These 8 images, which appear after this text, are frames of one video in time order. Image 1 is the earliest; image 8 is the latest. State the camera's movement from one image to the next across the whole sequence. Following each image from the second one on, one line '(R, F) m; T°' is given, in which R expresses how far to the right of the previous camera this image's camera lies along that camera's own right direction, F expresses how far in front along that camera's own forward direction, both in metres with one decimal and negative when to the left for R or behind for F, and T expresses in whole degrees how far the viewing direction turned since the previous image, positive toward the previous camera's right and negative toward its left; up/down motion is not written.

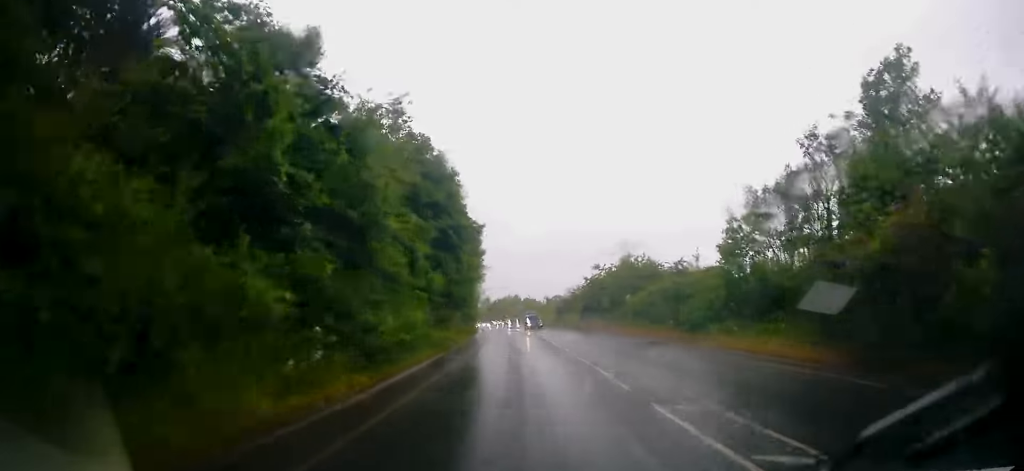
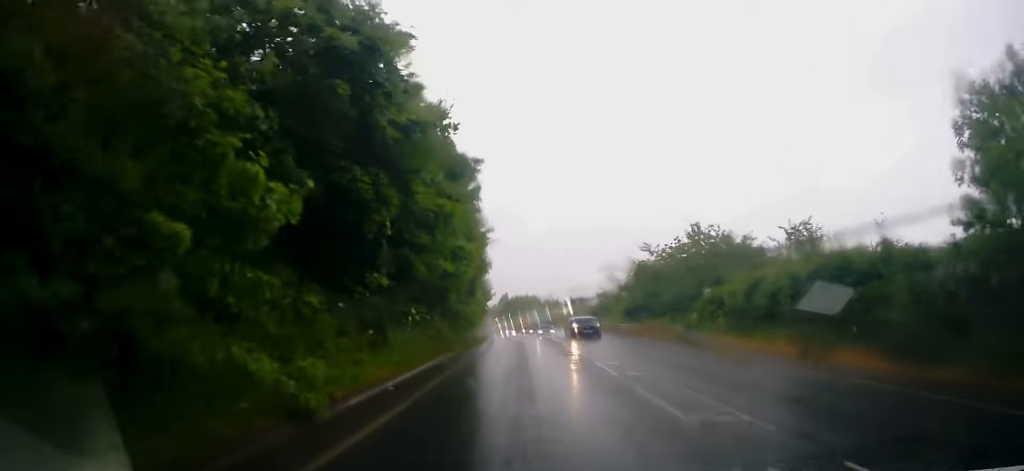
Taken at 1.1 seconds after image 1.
(+0.3, +15.3) m; -1°
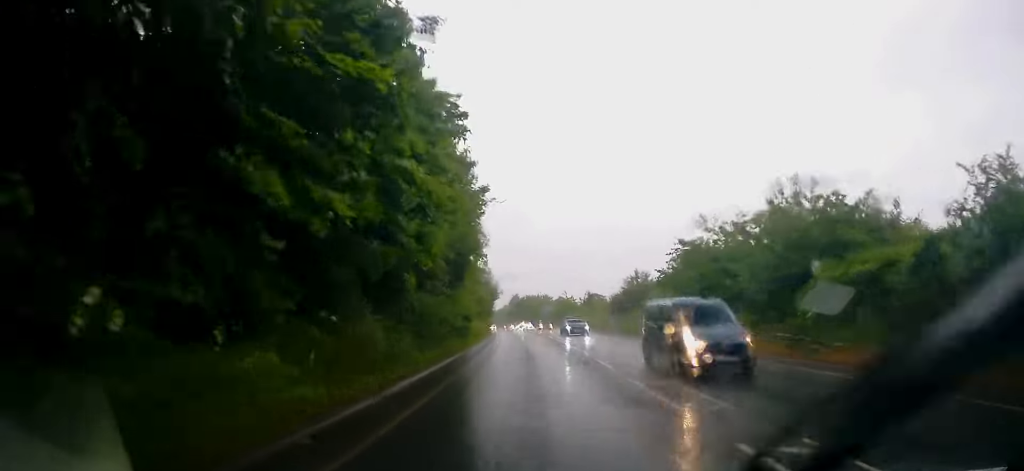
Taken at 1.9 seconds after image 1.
(-0.3, +10.9) m; -2°
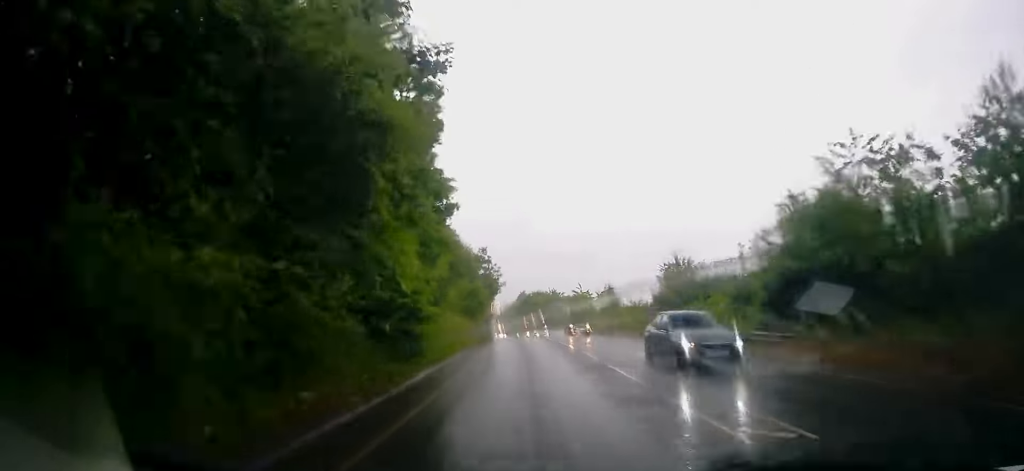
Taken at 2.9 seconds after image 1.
(-0.1, +14.3) m; -2°
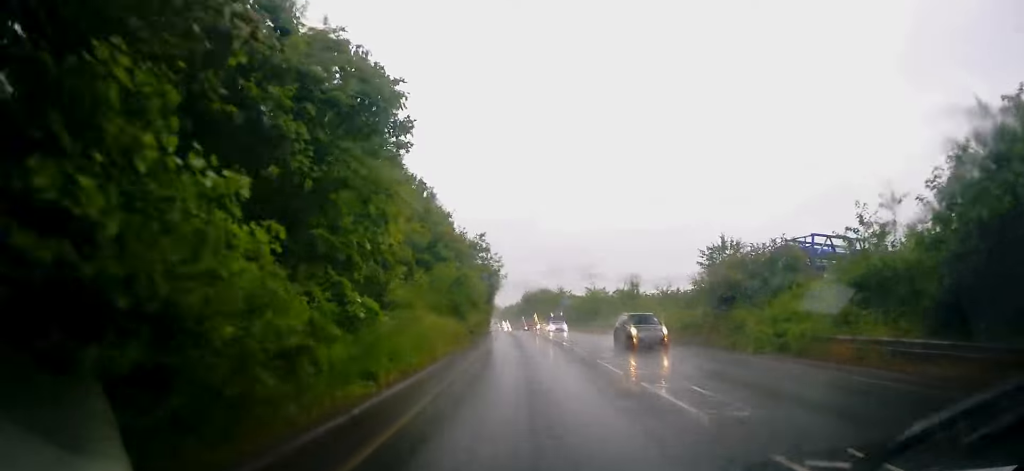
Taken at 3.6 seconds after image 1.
(-0.4, +10.6) m; 0°
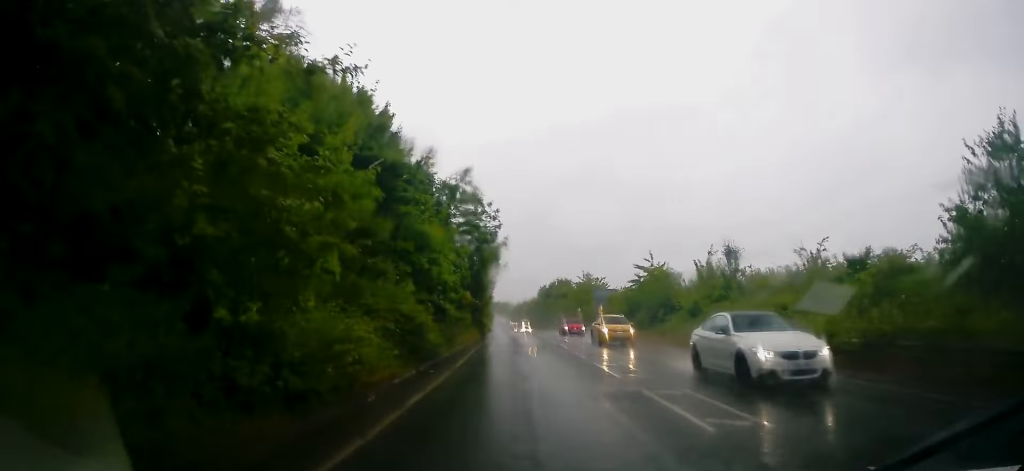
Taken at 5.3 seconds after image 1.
(+0.2, +24.6) m; -1°
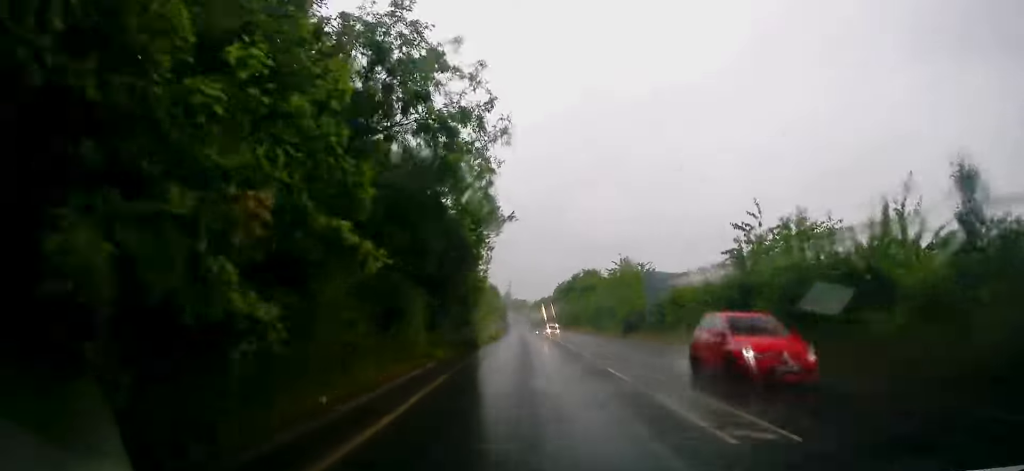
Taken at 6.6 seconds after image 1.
(-0.2, +18.2) m; -1°
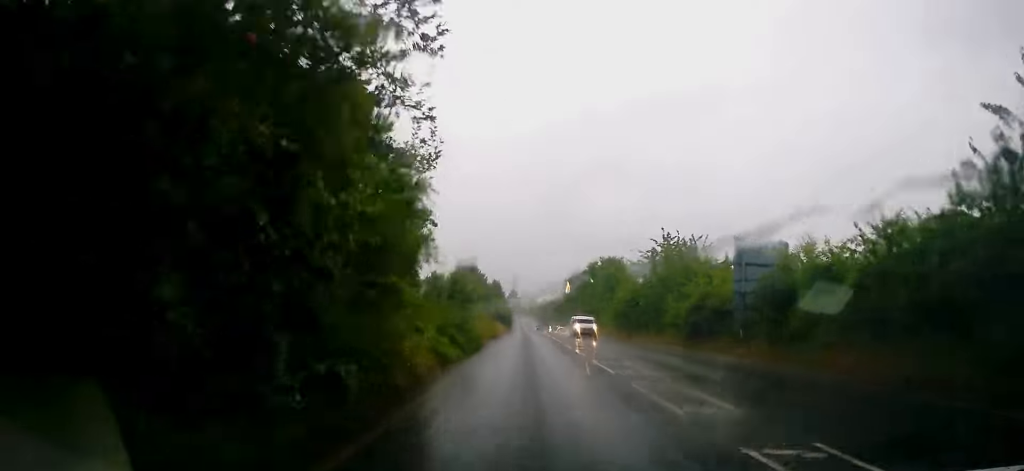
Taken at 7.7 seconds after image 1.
(0.0, +15.9) m; 0°
